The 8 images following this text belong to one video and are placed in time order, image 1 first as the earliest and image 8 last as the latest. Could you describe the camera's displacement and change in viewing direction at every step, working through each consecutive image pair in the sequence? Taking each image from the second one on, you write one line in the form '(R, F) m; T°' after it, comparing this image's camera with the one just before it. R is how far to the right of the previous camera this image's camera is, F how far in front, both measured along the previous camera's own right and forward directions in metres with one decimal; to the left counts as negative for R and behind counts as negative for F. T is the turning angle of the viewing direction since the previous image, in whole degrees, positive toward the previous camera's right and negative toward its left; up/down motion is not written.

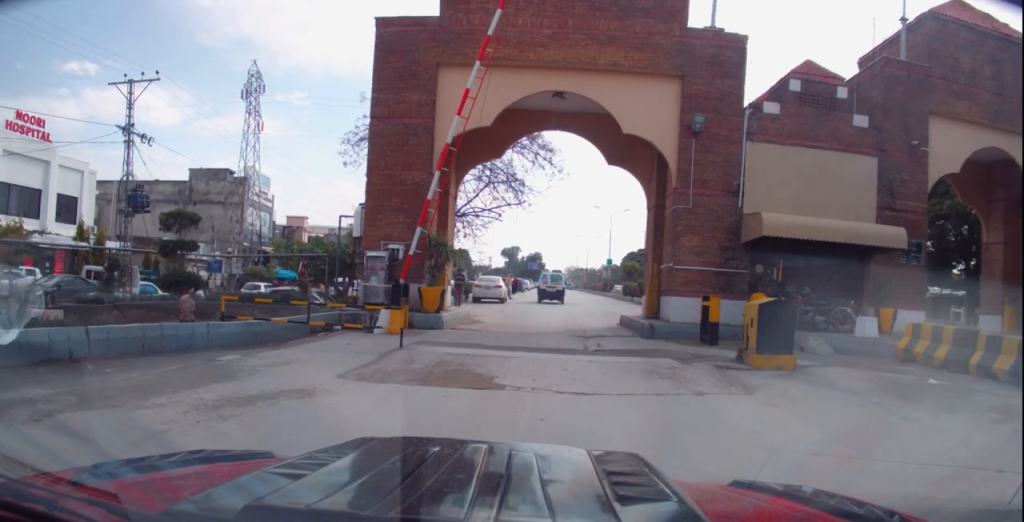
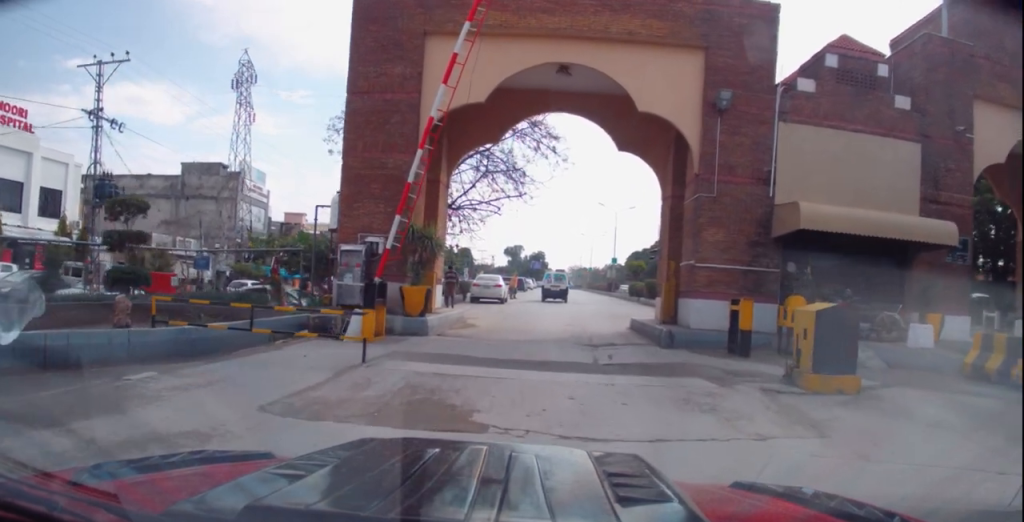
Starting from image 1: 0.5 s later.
(0.0, +2.3) m; 0°
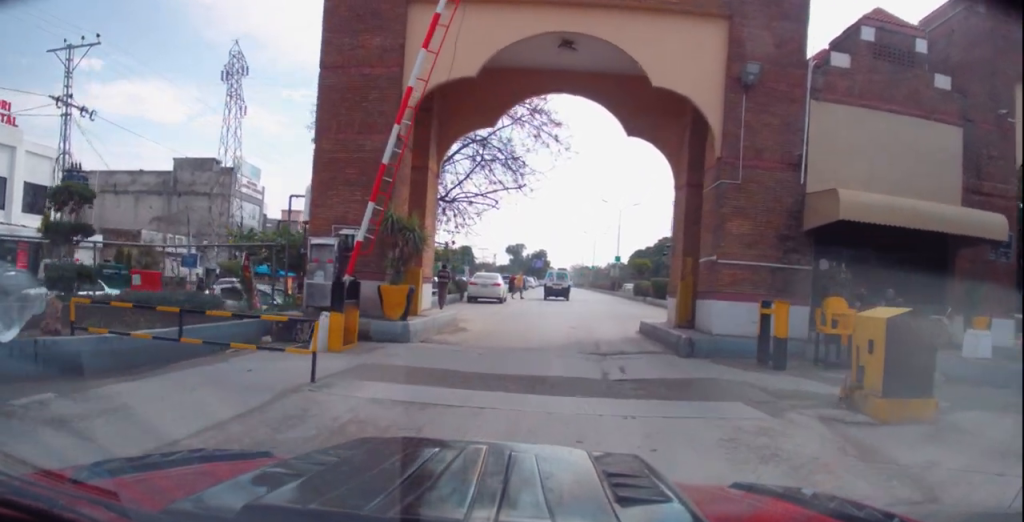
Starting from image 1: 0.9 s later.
(0.0, +1.9) m; 0°
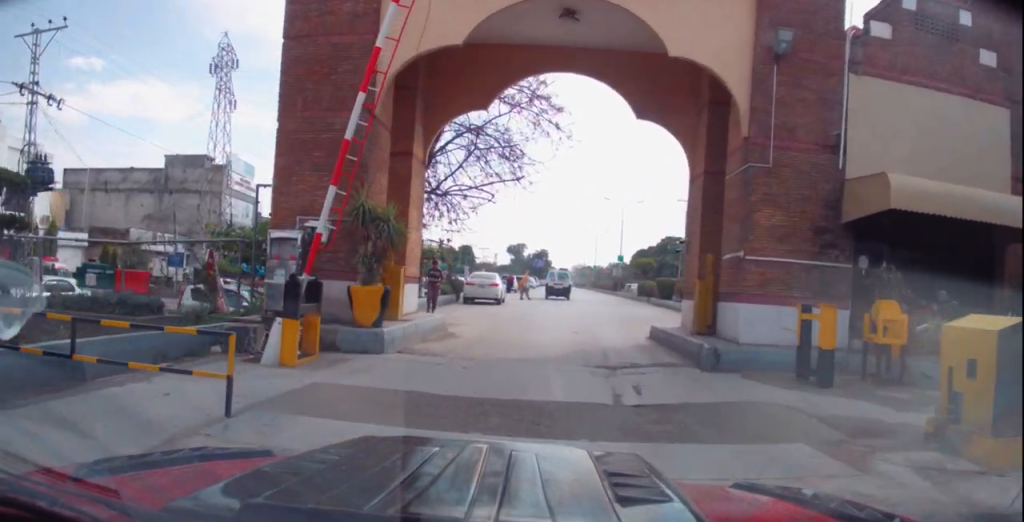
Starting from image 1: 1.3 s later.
(0.0, +1.8) m; -1°
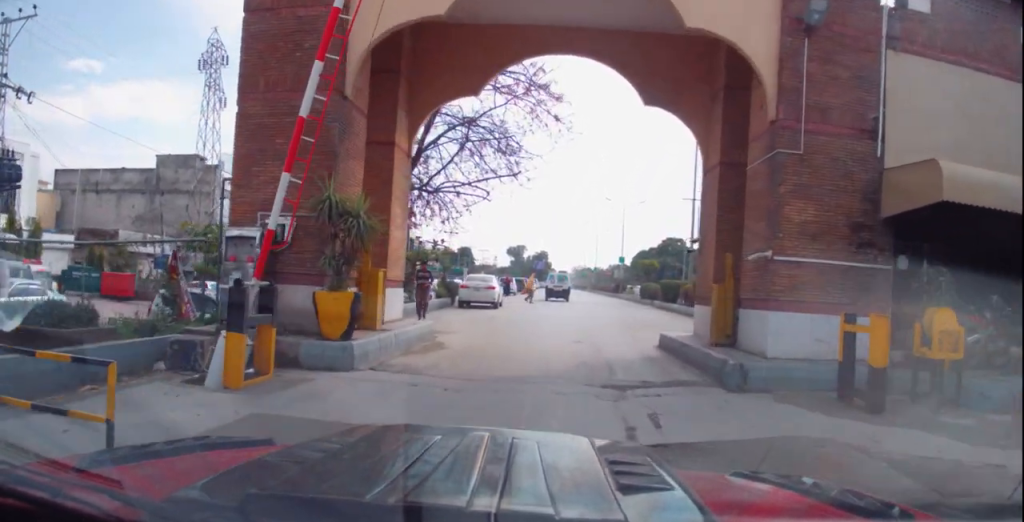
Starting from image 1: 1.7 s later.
(0.0, +1.7) m; -1°
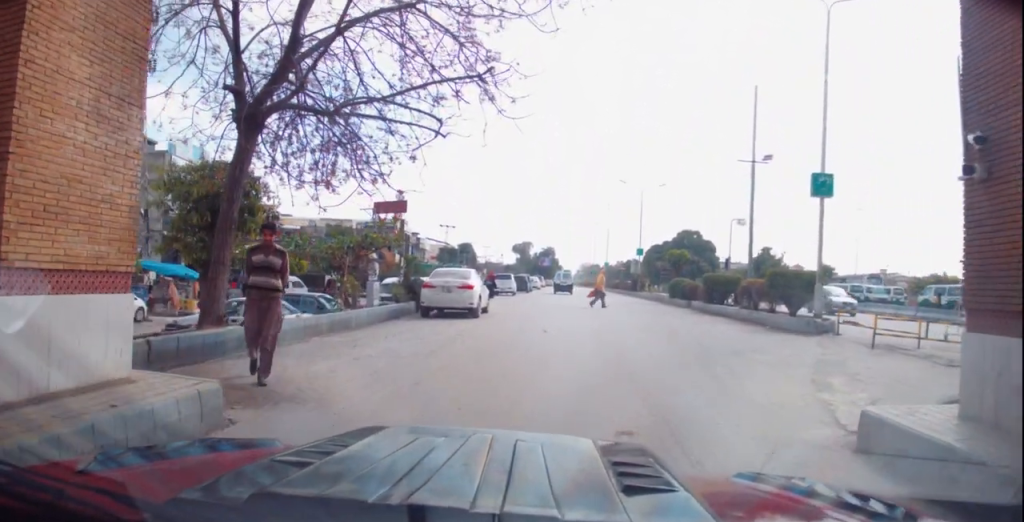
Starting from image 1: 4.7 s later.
(-0.1, +9.1) m; -3°
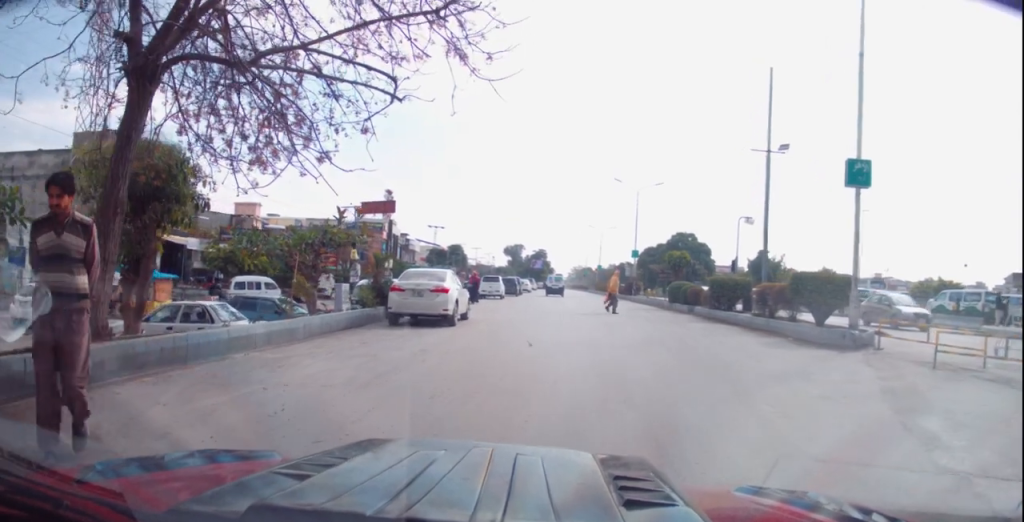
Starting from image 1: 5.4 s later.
(-0.5, +2.3) m; +6°
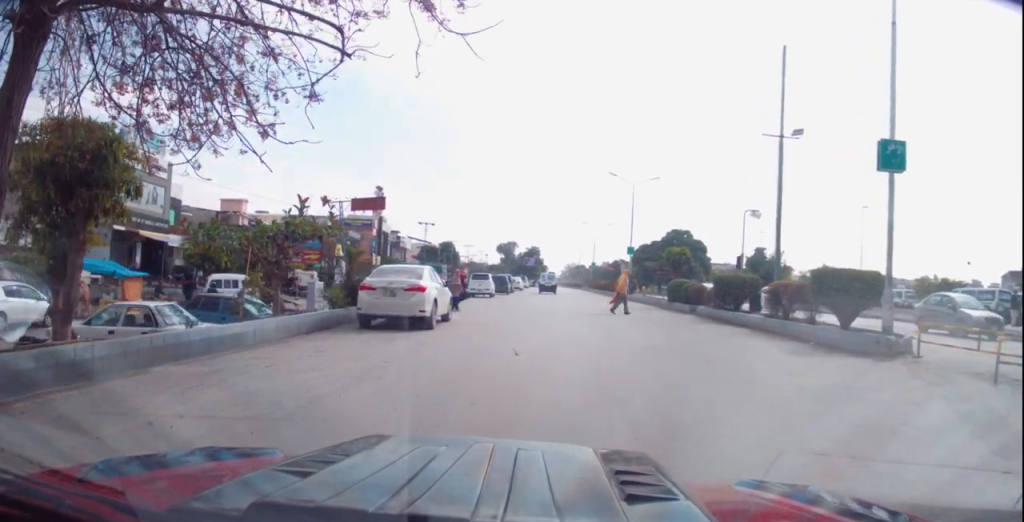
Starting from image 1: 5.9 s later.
(+0.2, +1.6) m; +1°
